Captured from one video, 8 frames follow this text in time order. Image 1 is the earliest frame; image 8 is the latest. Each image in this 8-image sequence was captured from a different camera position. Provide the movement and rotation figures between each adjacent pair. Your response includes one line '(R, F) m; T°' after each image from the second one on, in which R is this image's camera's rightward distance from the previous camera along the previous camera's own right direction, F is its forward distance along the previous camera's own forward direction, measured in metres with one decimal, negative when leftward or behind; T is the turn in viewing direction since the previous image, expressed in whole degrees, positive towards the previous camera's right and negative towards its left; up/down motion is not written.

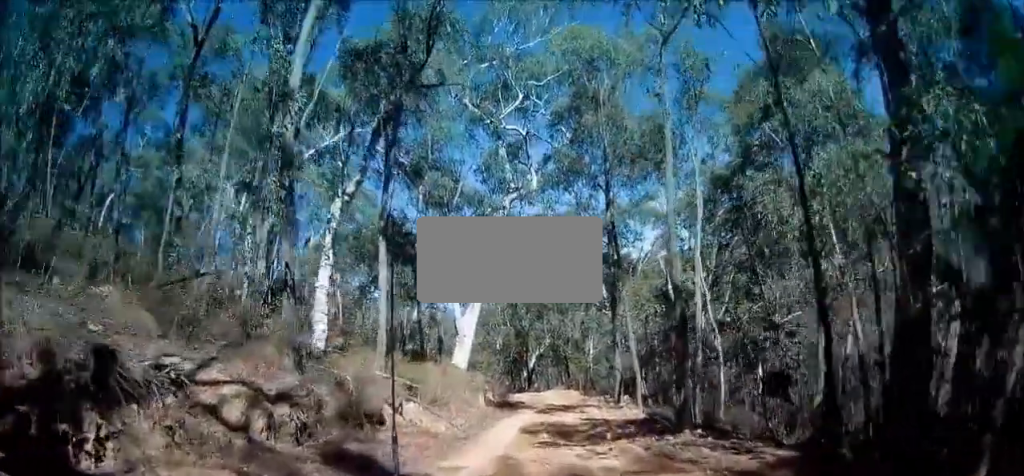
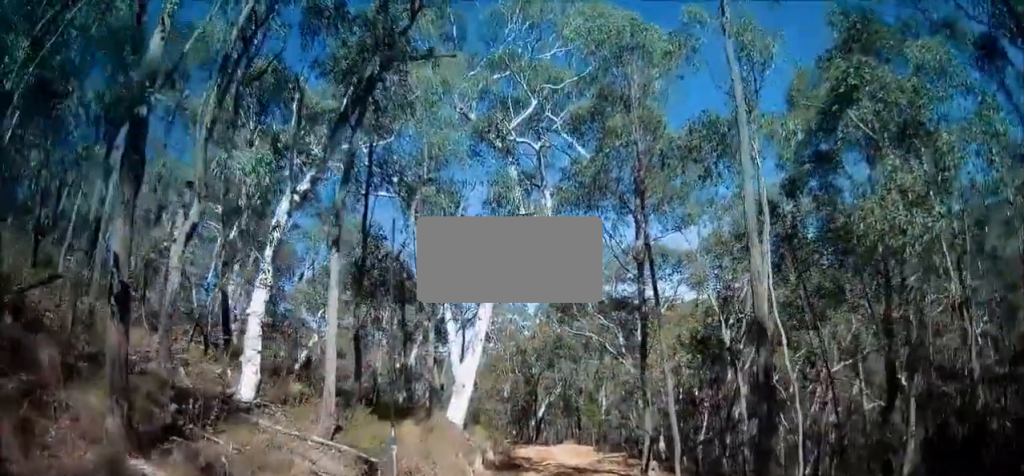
(+0.3, +3.8) m; +3°
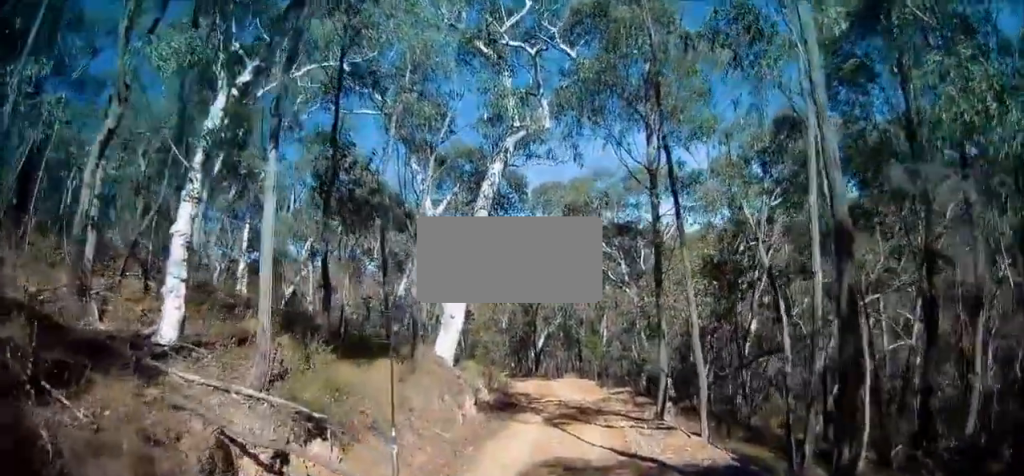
(+0.3, +2.4) m; 0°
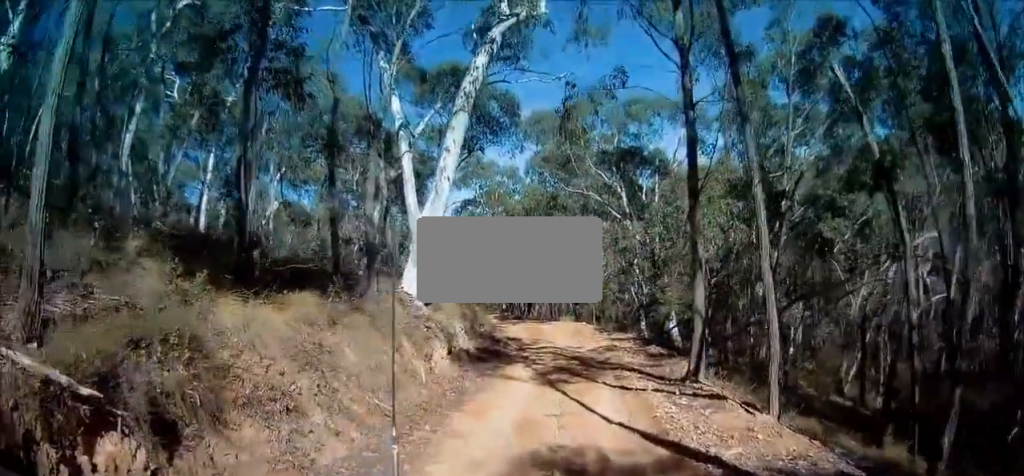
(-0.5, +3.9) m; -7°
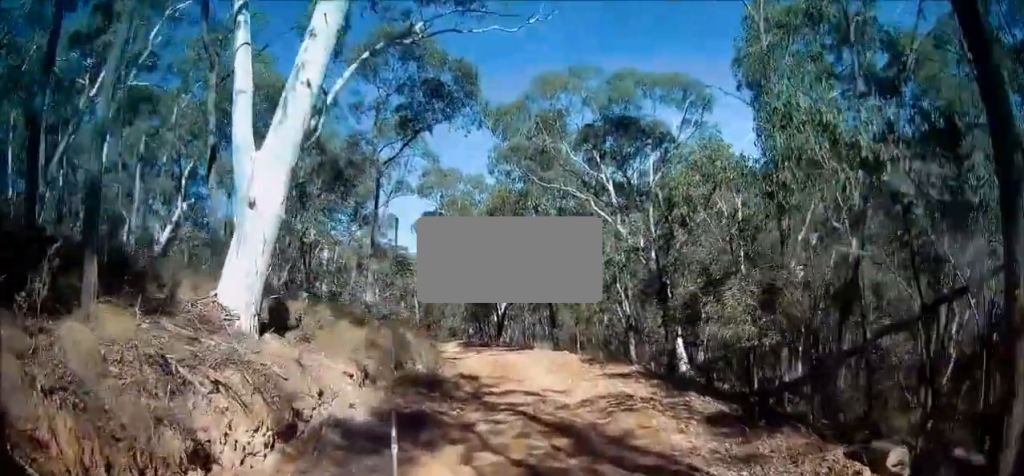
(-0.2, +8.3) m; +2°
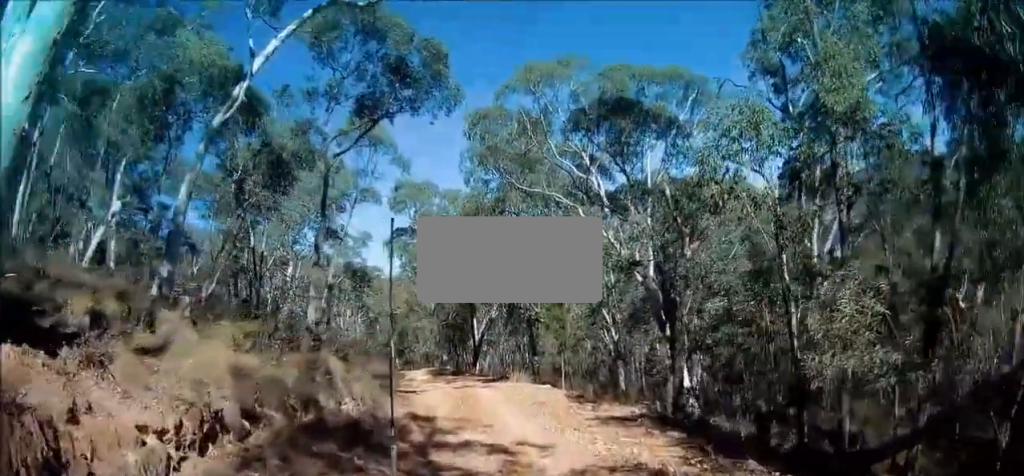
(+0.3, +4.9) m; +7°
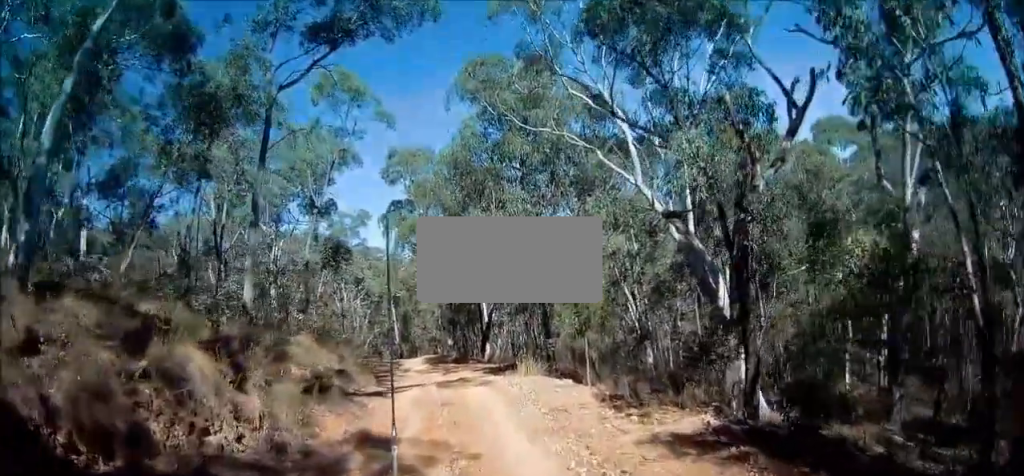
(+0.4, +6.0) m; 0°
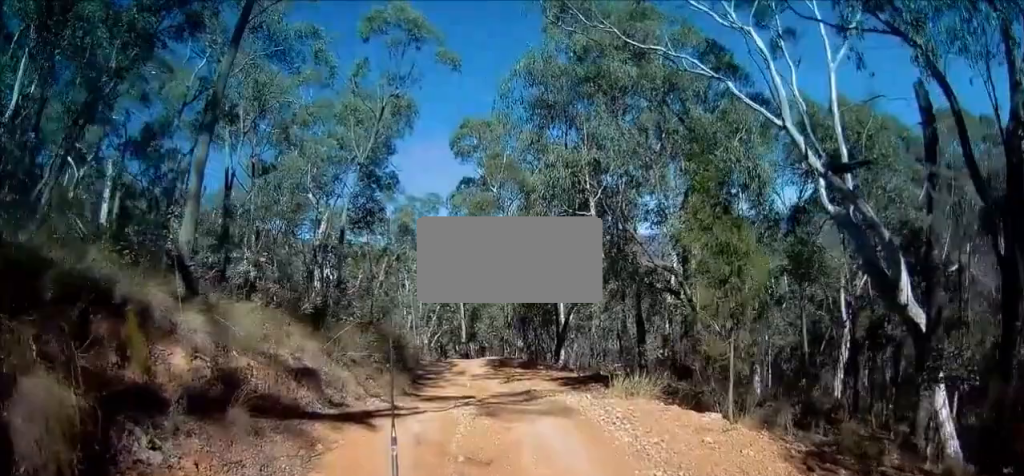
(-0.6, +6.8) m; -10°
